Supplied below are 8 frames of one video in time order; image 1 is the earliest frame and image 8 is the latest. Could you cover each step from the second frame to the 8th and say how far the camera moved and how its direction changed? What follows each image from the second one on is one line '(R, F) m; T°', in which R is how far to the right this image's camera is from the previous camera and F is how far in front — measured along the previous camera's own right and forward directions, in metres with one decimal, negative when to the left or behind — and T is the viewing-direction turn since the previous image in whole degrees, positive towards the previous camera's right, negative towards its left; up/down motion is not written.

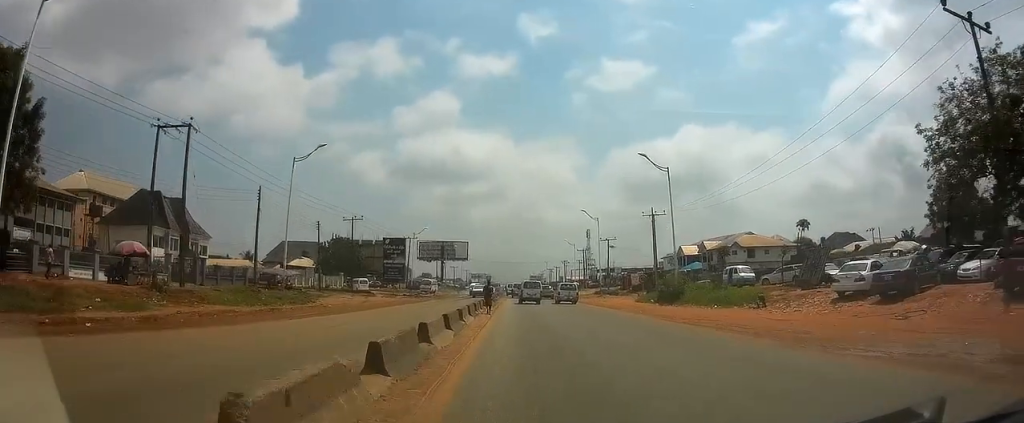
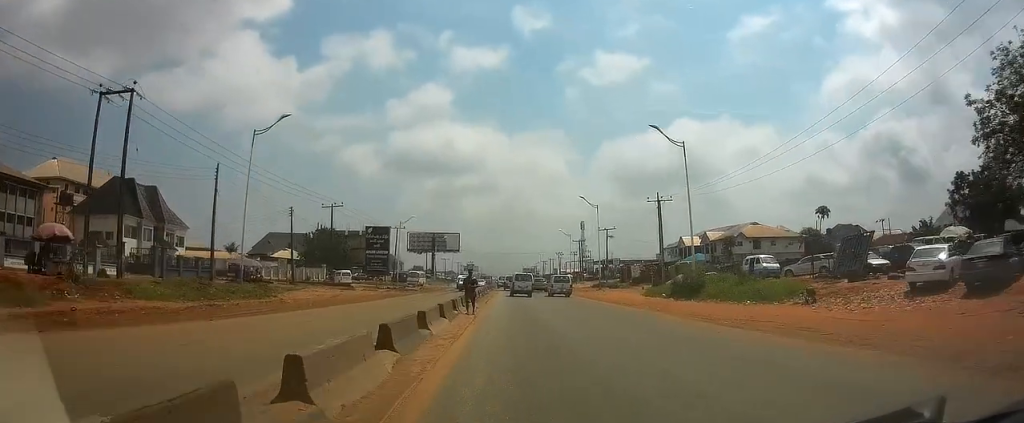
(0.0, +5.9) m; +1°
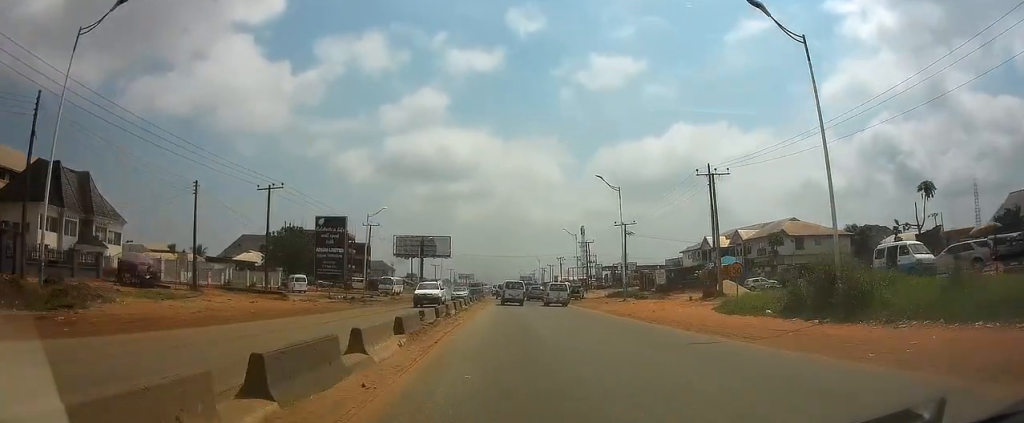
(+0.1, +17.2) m; 0°
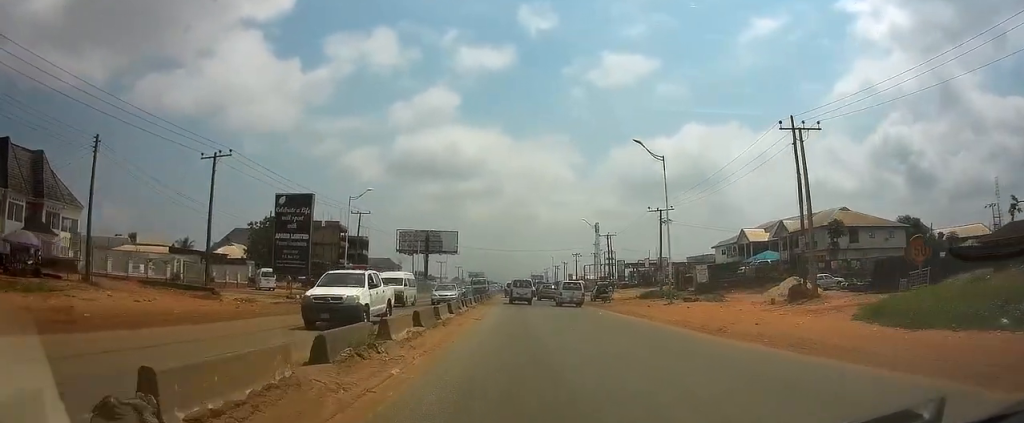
(-0.1, +12.4) m; -1°
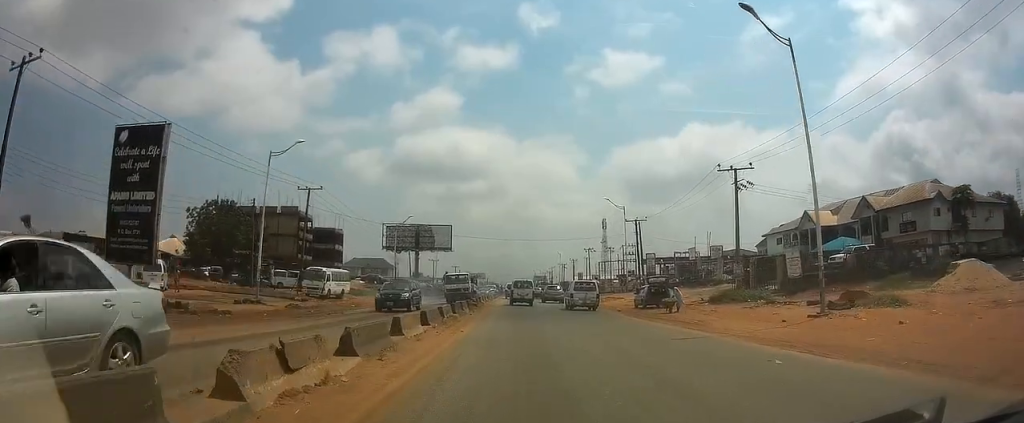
(-0.1, +20.2) m; 0°
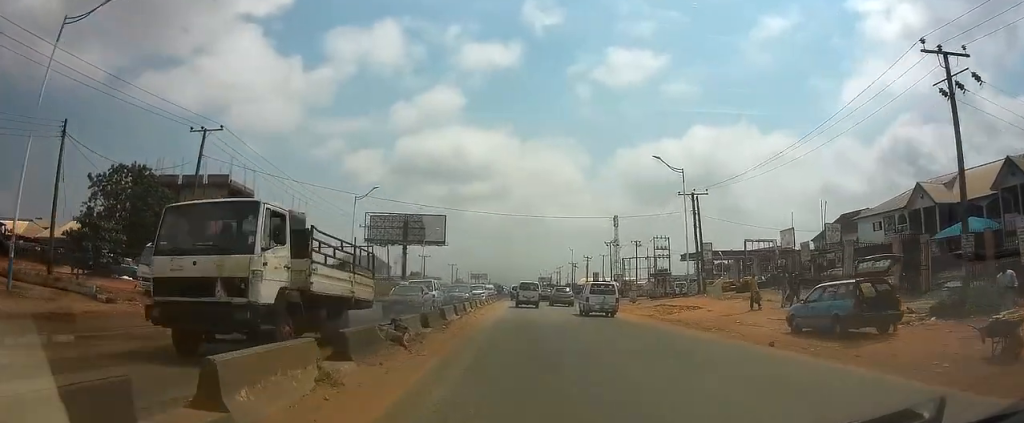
(0.0, +22.2) m; 0°
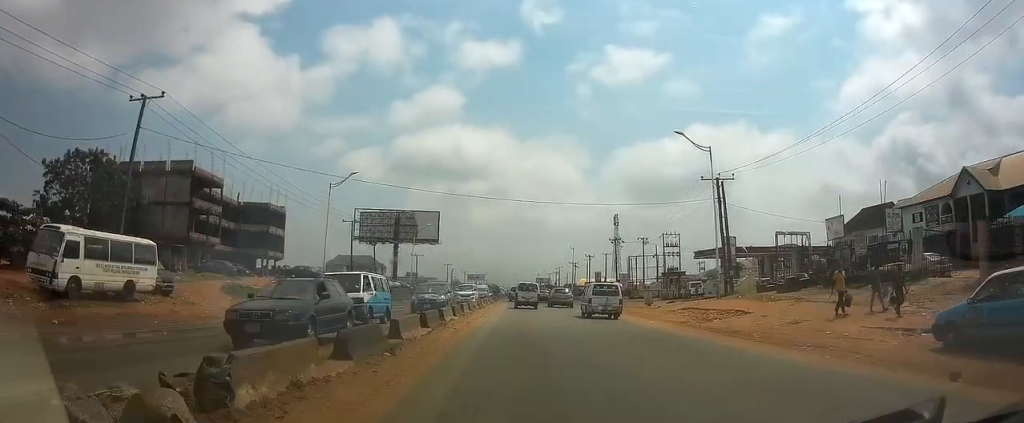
(0.0, +7.2) m; 0°
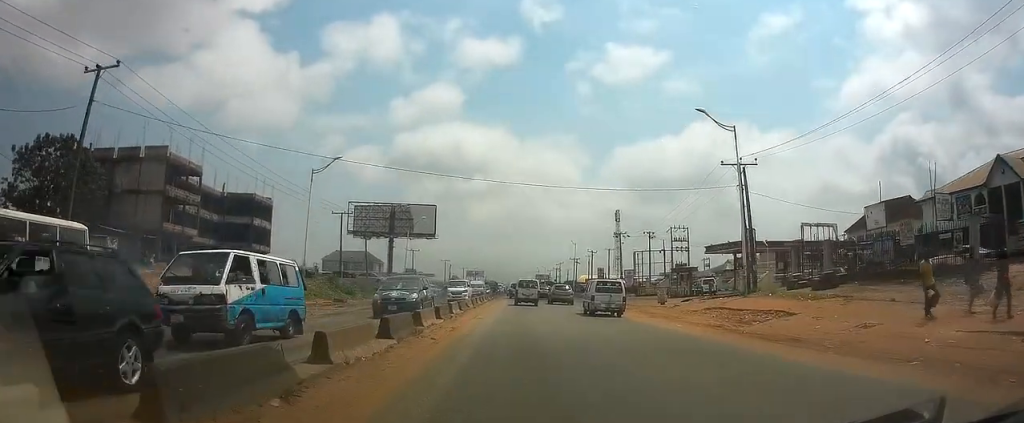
(0.0, +4.5) m; 0°
